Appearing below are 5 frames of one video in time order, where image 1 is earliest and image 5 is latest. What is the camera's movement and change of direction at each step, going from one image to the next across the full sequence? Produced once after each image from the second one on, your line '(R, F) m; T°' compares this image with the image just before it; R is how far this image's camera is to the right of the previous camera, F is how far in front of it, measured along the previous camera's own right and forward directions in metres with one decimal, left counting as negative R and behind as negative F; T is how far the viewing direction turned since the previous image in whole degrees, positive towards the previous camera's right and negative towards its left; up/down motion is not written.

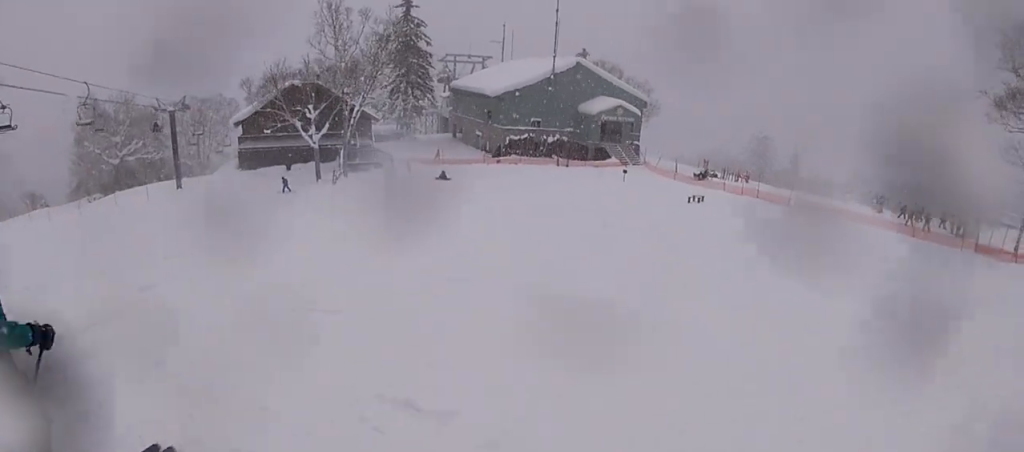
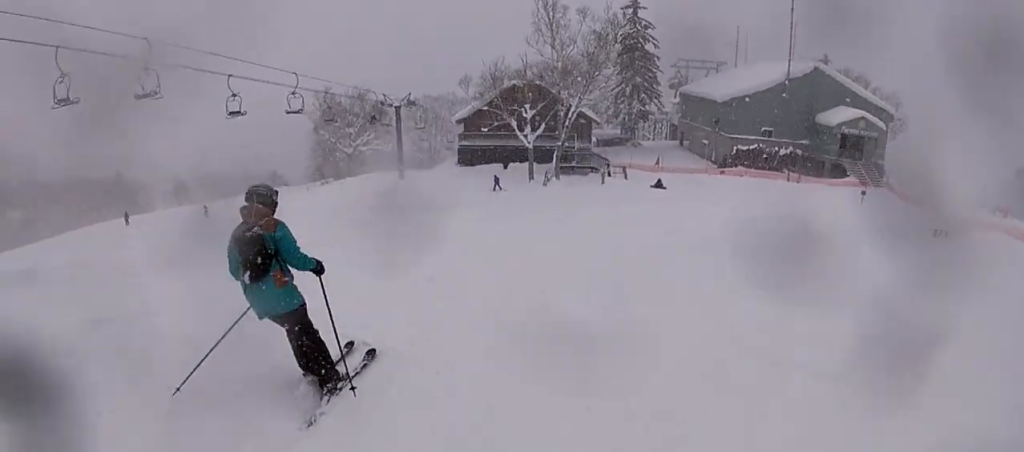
(-0.2, +2.7) m; -18°
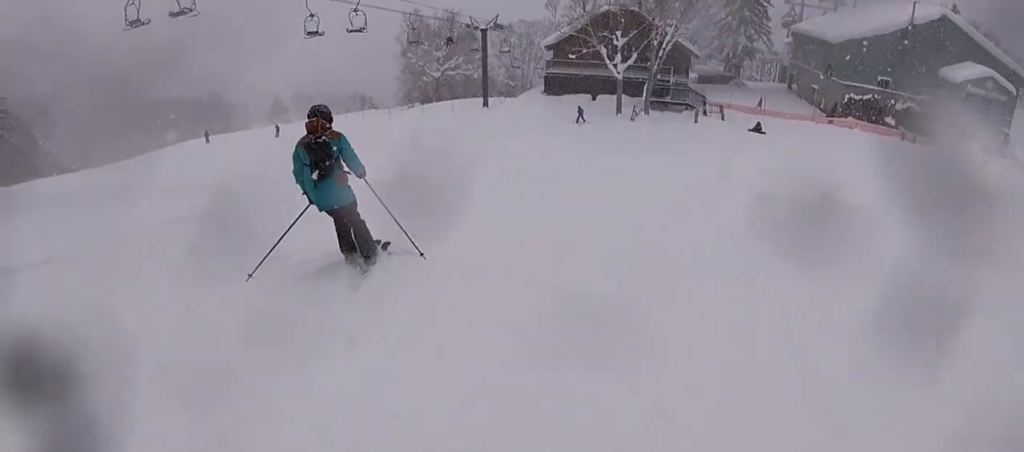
(+0.2, +2.3) m; -21°
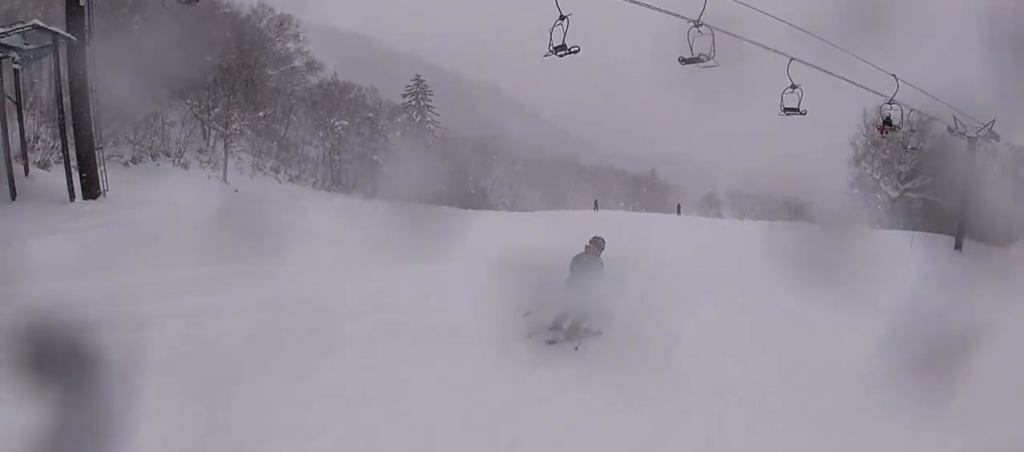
(-6.7, +11.9) m; -36°
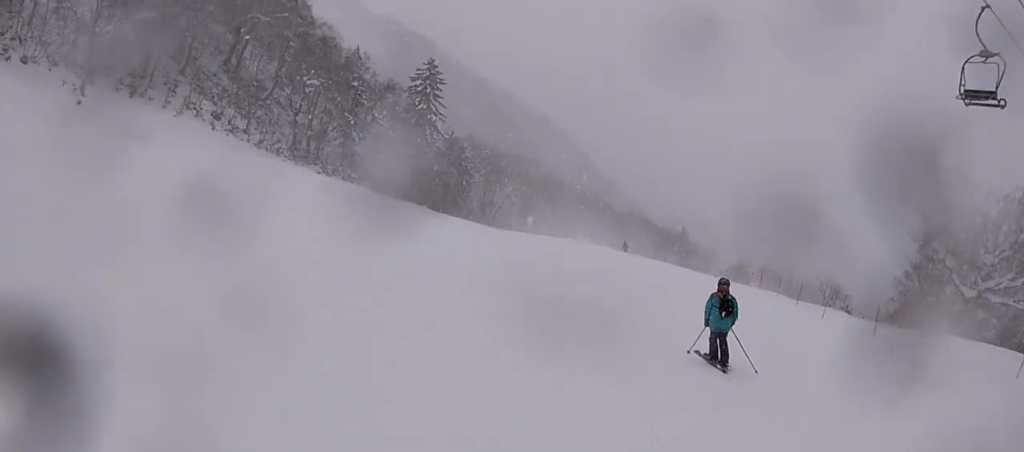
(-1.3, +17.8) m; -26°
